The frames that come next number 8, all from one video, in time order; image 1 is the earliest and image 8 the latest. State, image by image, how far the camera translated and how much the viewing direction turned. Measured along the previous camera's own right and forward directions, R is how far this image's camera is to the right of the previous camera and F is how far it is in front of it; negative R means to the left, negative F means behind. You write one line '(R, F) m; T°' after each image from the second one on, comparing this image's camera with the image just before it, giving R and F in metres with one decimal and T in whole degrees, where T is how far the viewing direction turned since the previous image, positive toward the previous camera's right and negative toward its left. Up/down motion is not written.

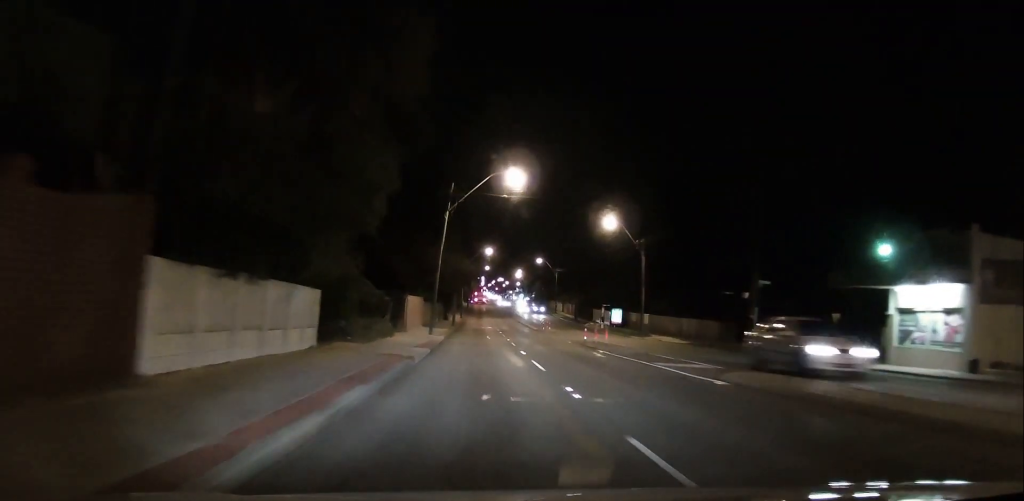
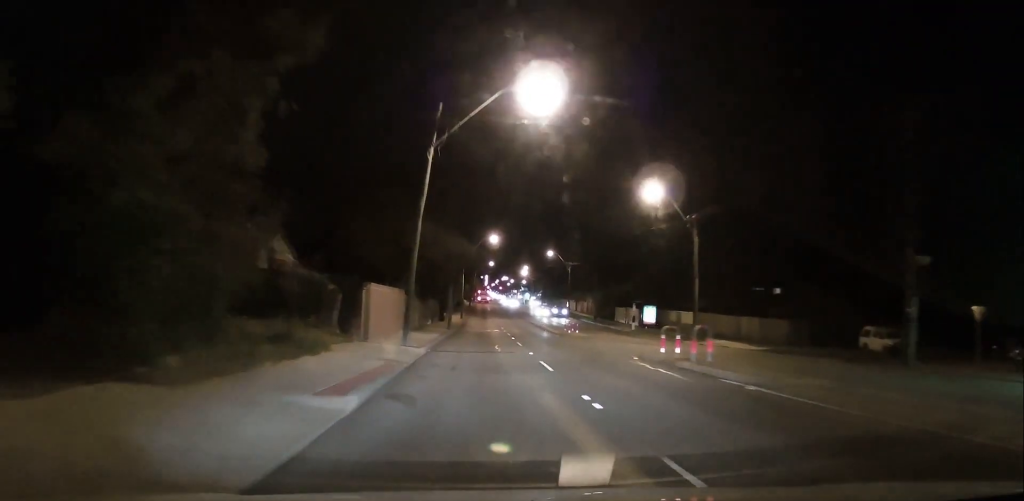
(-0.2, +13.7) m; -2°
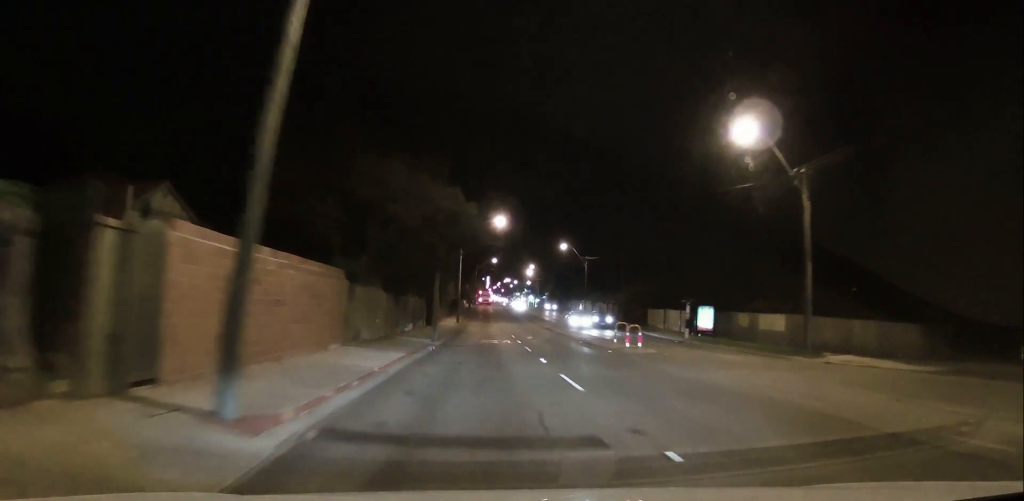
(-0.2, +15.9) m; +1°
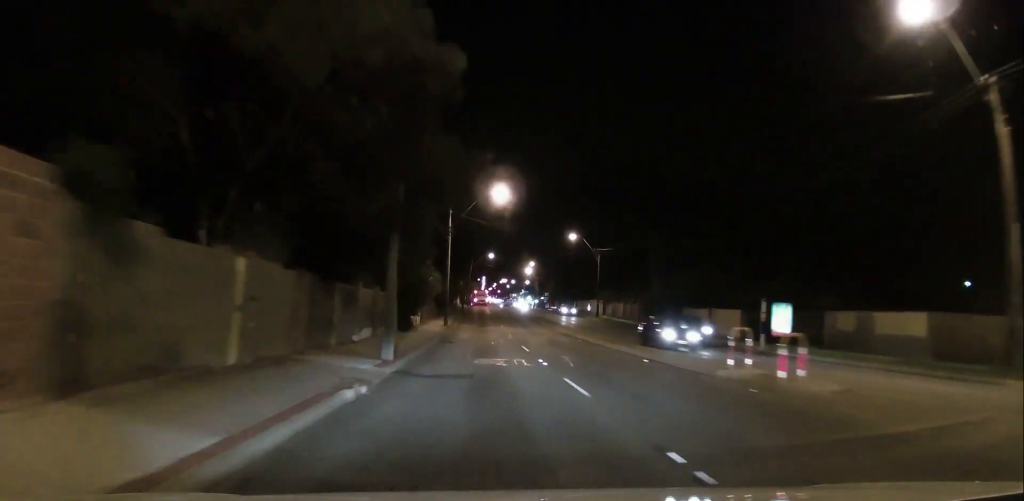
(+0.5, +13.4) m; +1°
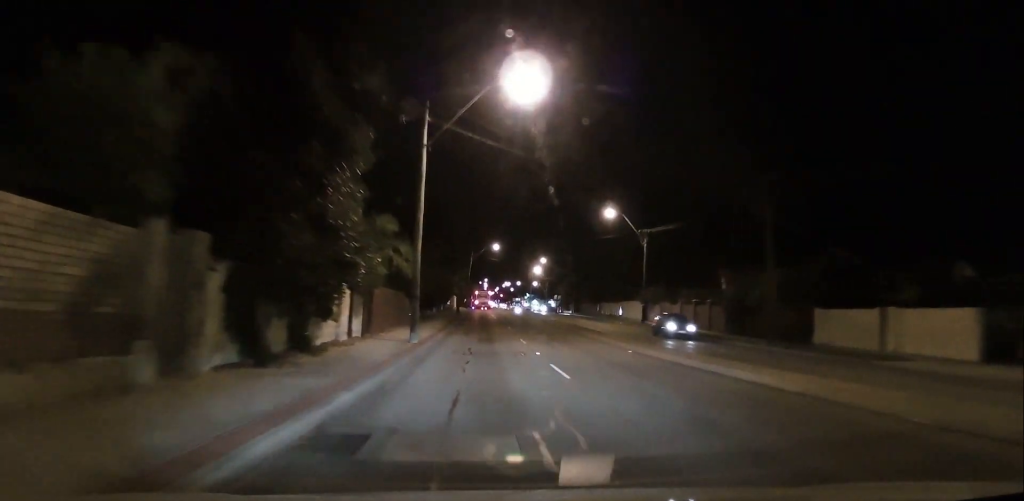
(+0.1, +22.2) m; -1°
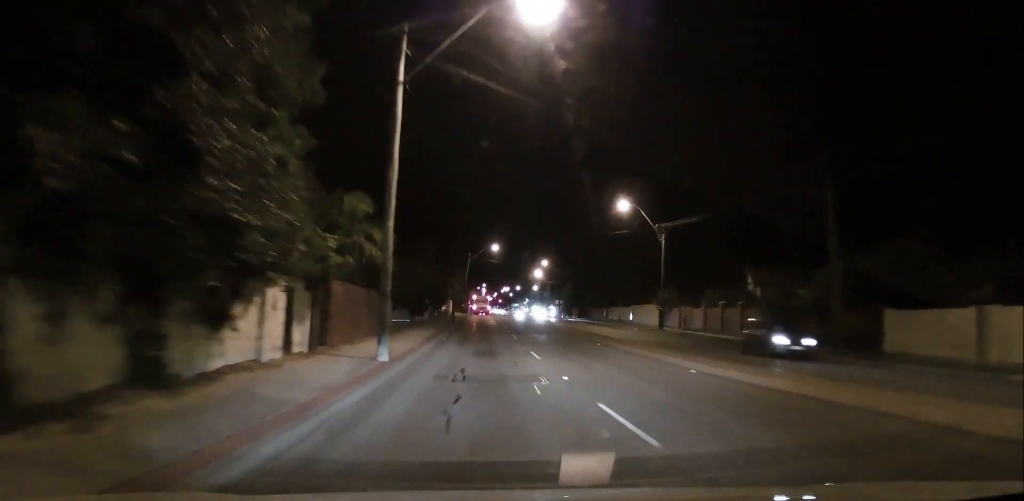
(-0.1, +6.6) m; 0°
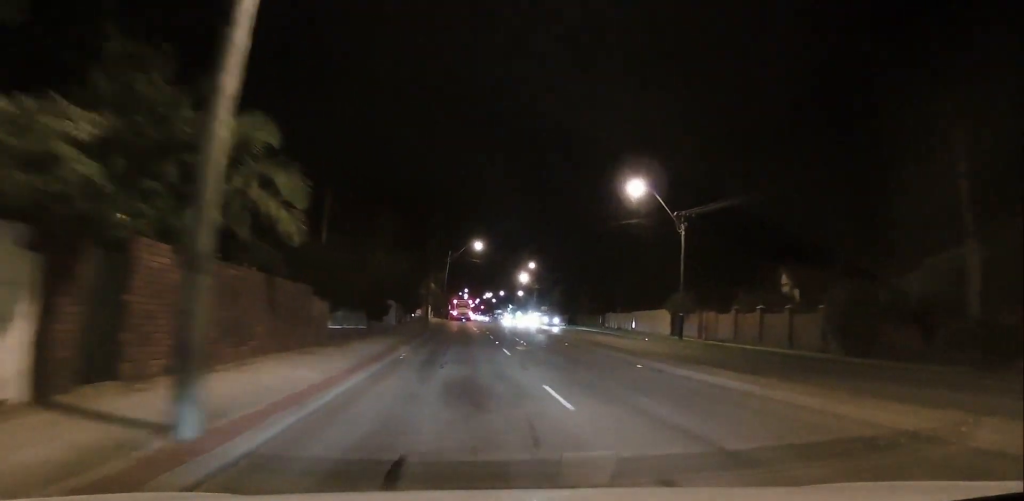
(-0.6, +9.6) m; +1°
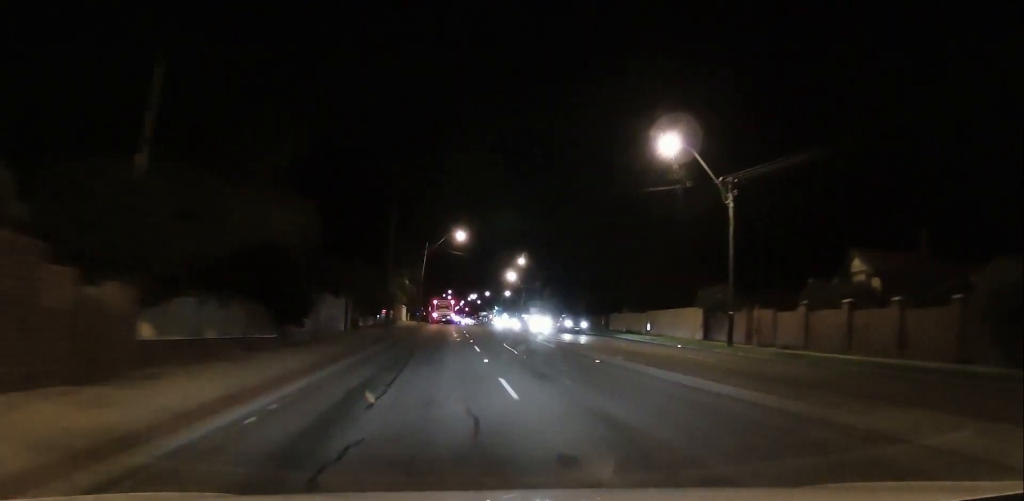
(+0.9, +11.3) m; 0°
